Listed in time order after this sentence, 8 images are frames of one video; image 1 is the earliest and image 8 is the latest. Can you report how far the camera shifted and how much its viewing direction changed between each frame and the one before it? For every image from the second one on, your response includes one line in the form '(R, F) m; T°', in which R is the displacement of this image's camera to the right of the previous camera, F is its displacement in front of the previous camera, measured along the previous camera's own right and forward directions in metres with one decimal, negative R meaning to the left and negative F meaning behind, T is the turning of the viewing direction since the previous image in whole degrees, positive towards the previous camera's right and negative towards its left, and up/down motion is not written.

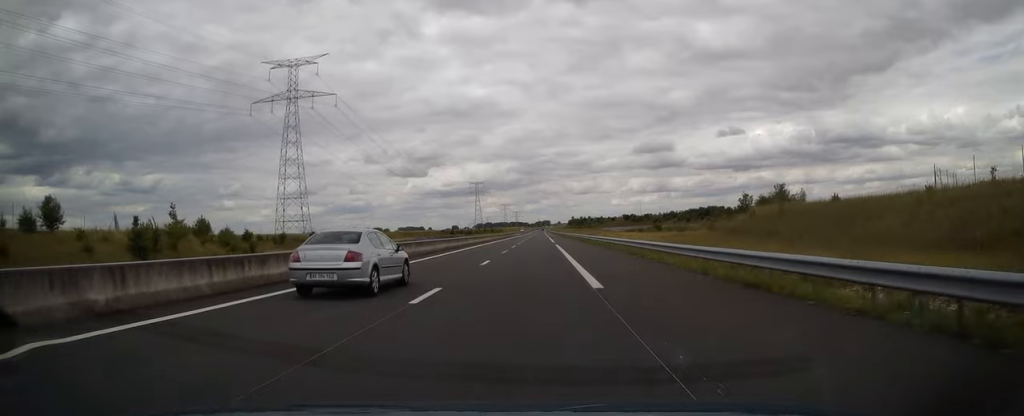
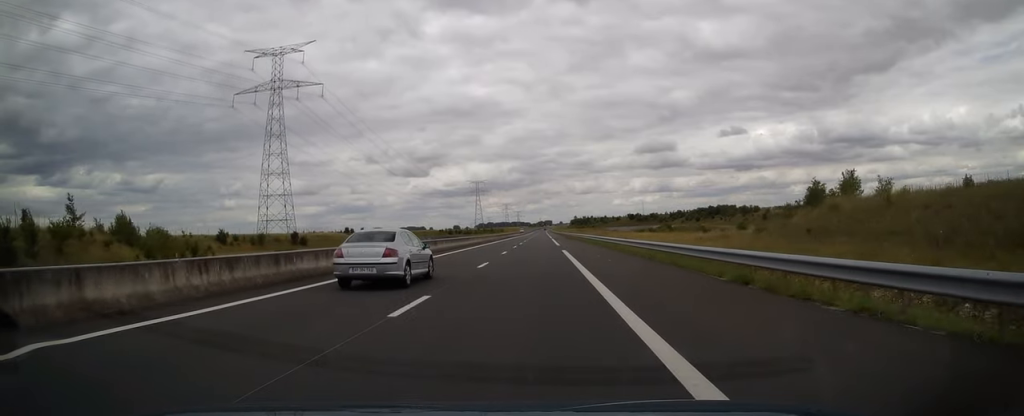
(-0.3, +14.7) m; 0°
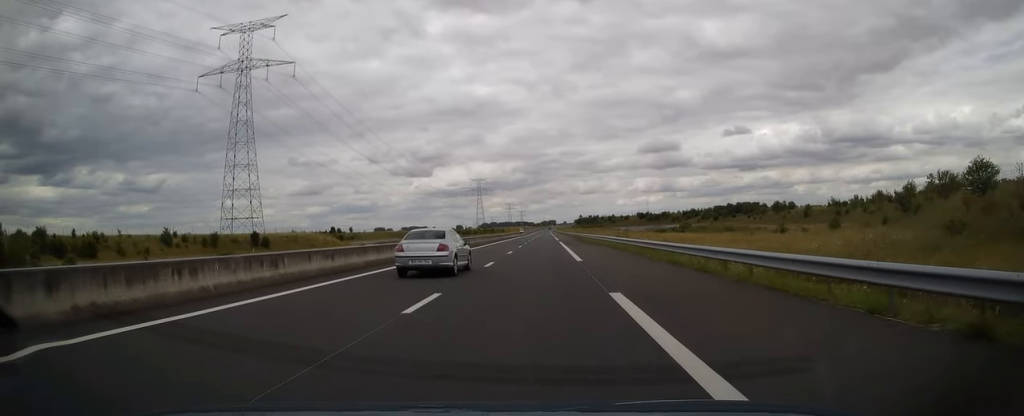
(+0.3, +25.4) m; +1°
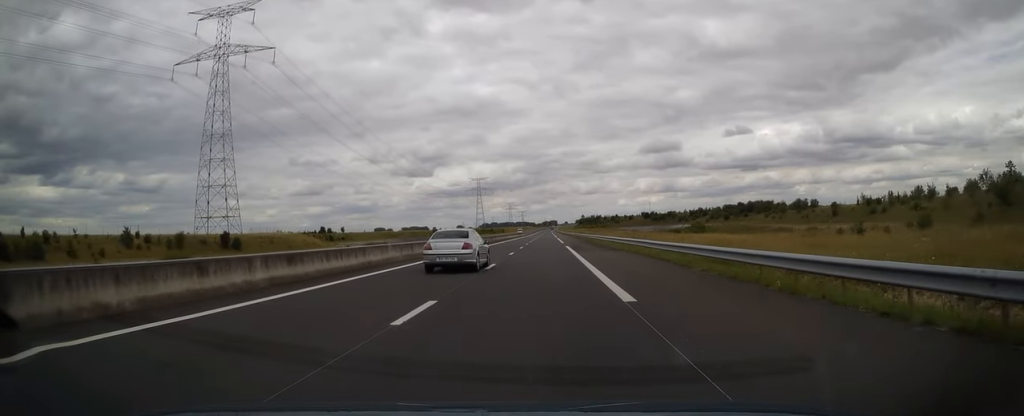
(0.0, +14.1) m; 0°
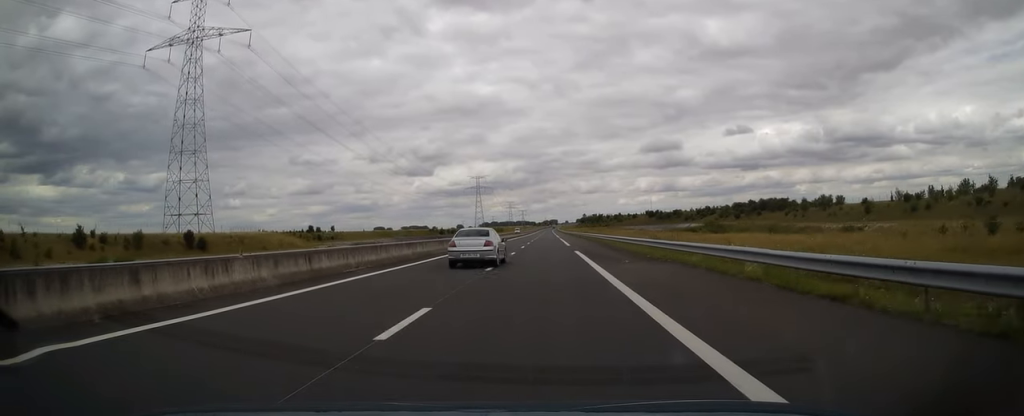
(0.0, +14.1) m; 0°
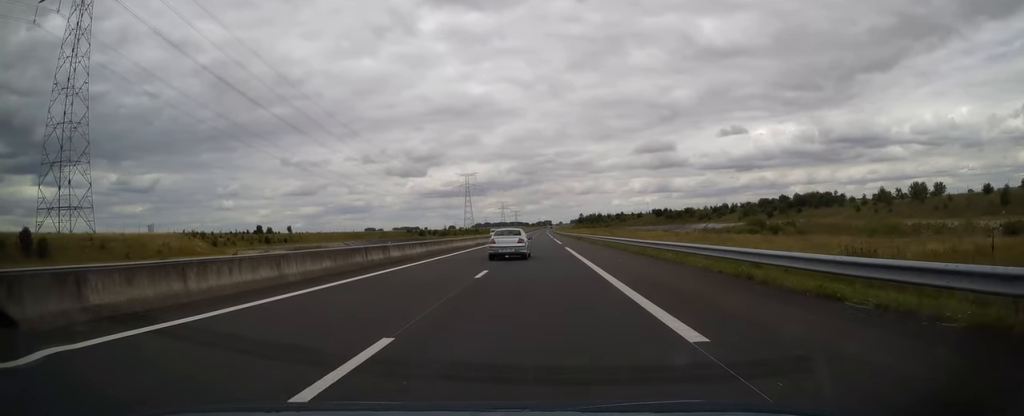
(0.0, +41.3) m; 0°
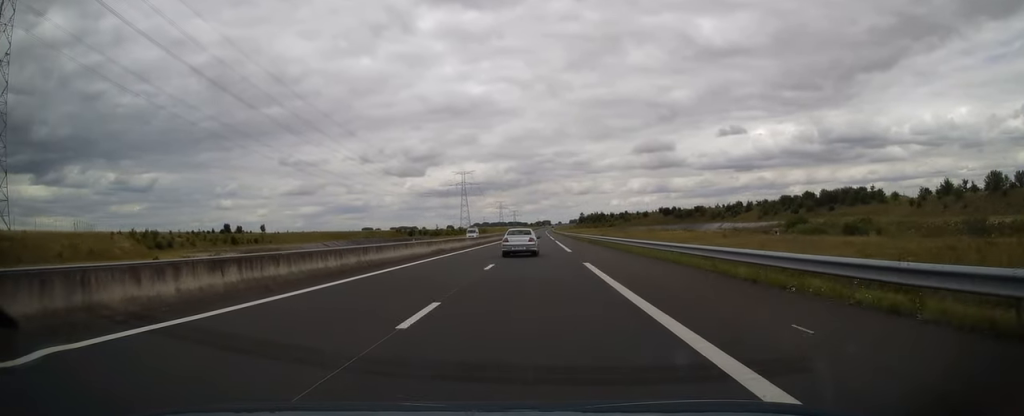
(0.0, +21.9) m; 0°
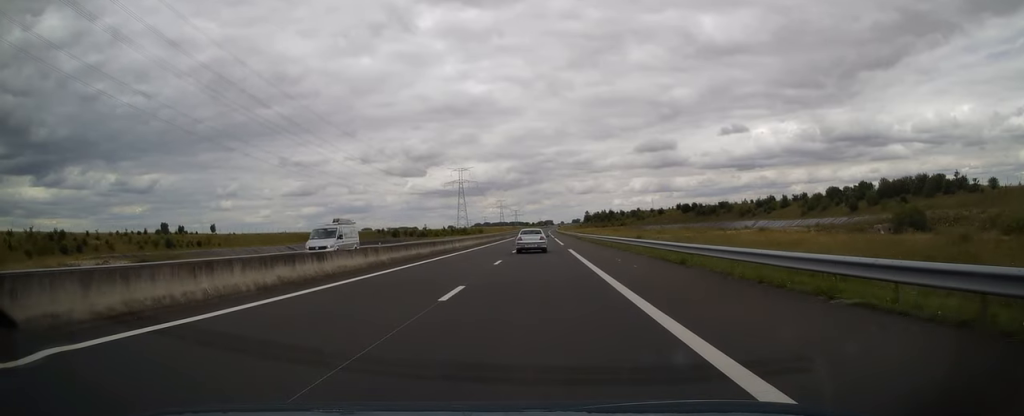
(0.0, +35.2) m; 0°
